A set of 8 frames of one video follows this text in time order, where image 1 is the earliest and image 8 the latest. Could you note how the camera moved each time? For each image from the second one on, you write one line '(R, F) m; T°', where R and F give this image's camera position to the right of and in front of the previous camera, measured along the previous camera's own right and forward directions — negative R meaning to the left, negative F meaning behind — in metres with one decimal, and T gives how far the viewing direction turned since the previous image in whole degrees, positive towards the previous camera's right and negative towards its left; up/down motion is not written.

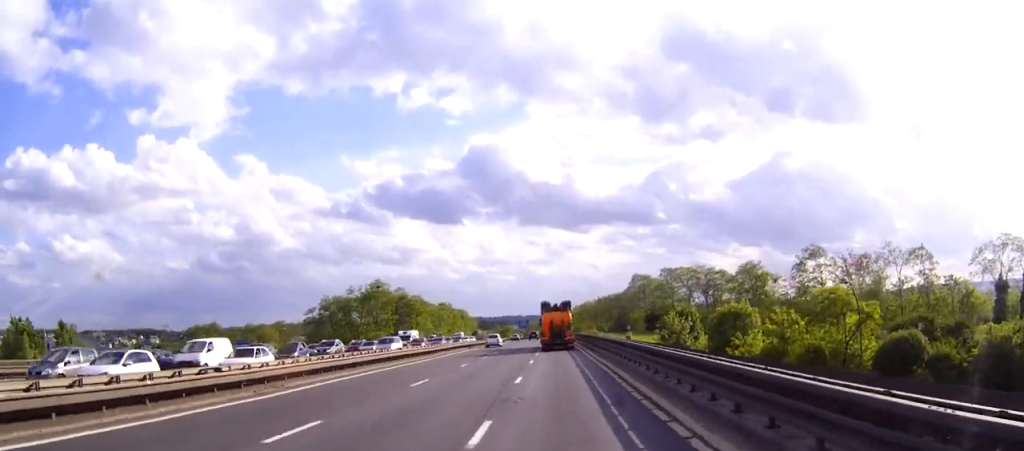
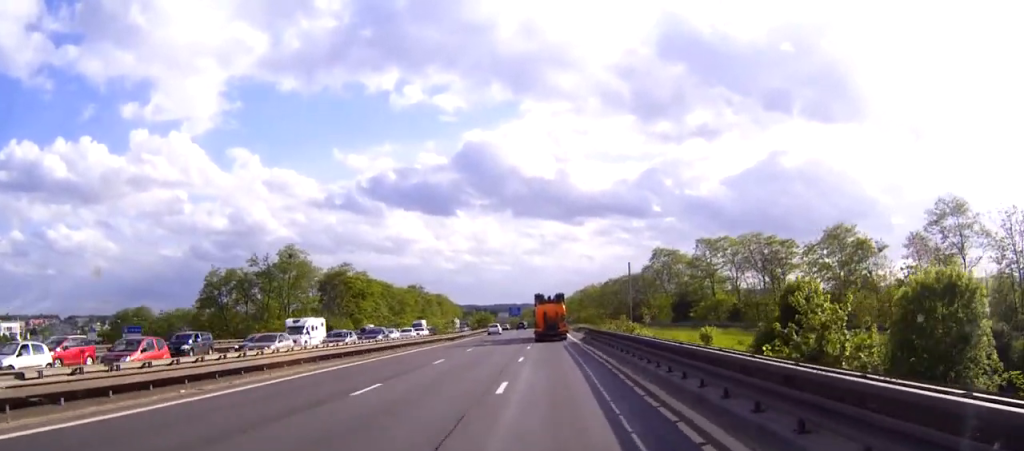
(-0.1, +45.6) m; 0°
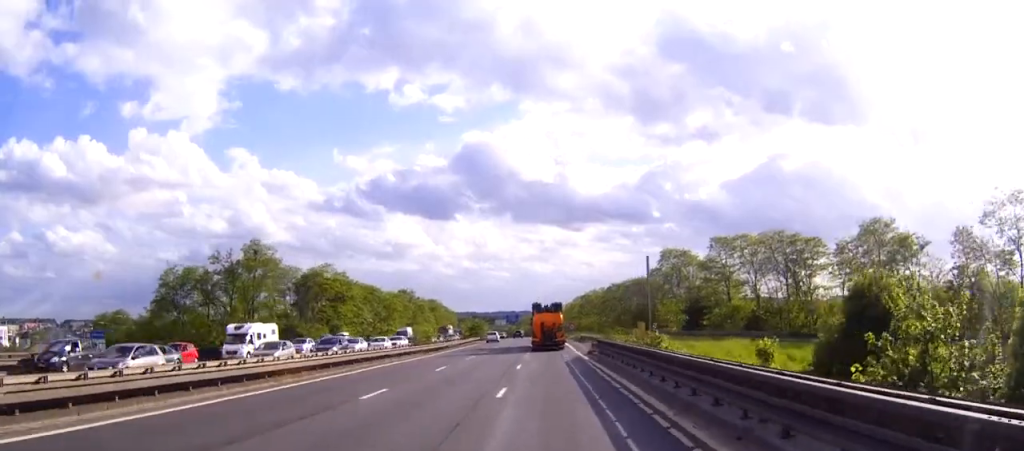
(0.0, +11.5) m; 0°
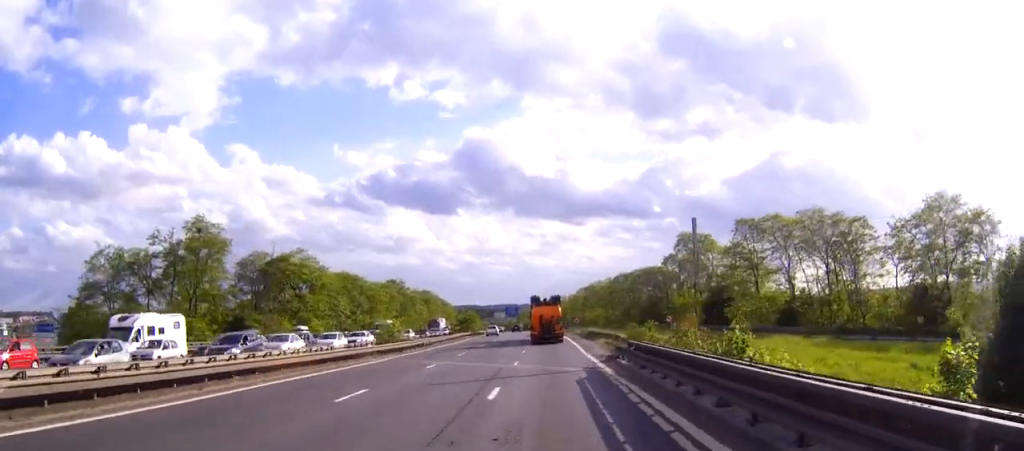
(0.0, +14.8) m; 0°
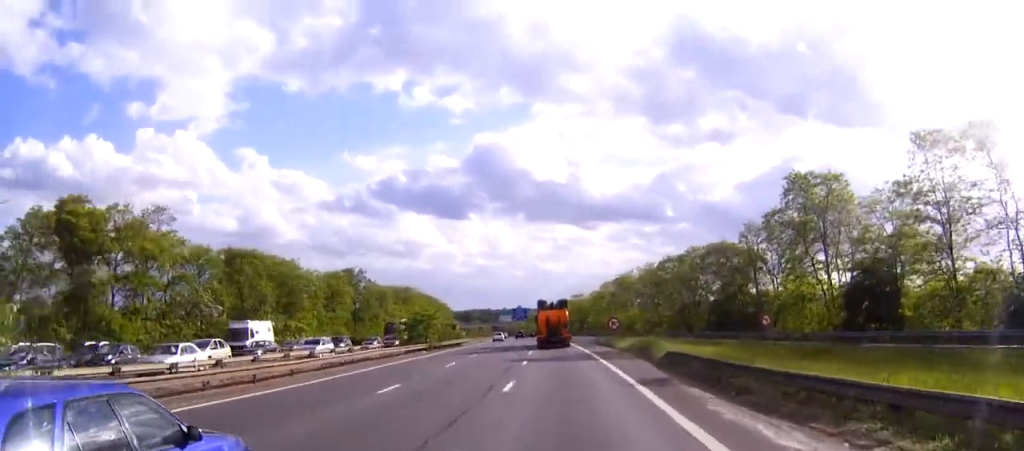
(-0.1, +48.3) m; -1°
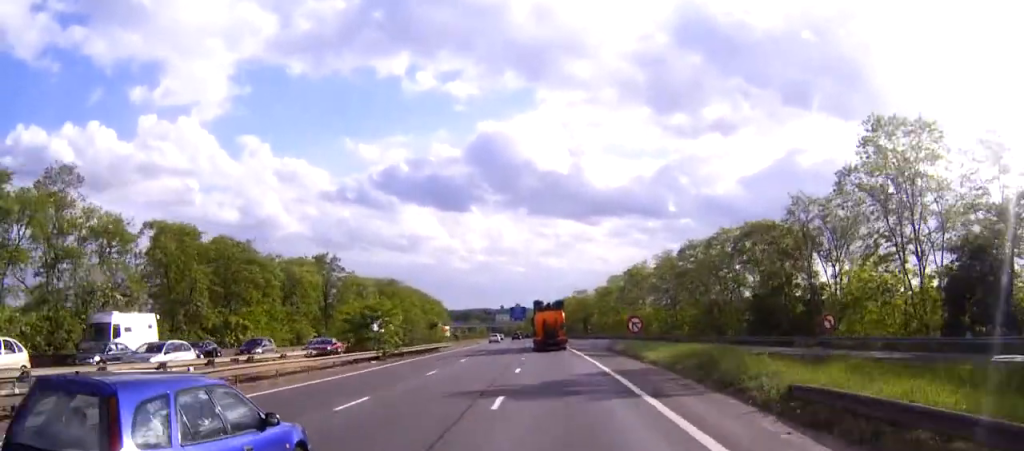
(-0.1, +16.9) m; 0°
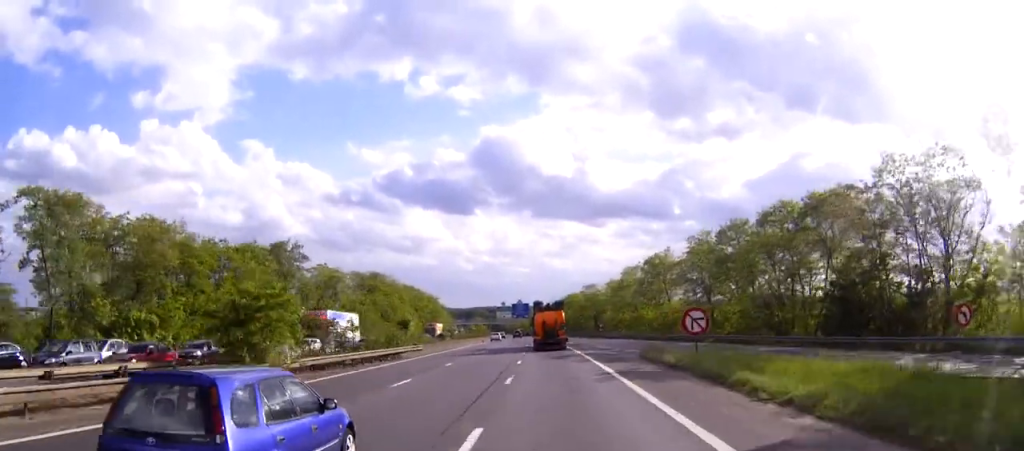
(-0.1, +19.4) m; 0°
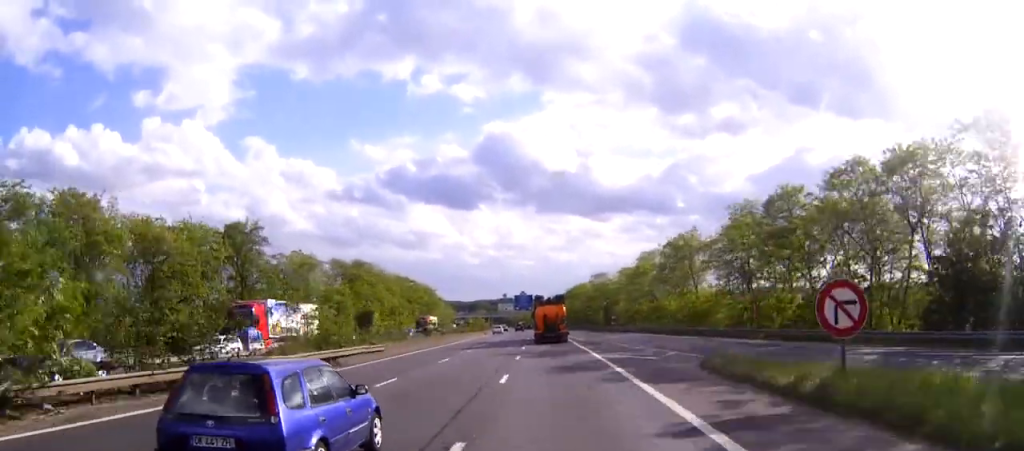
(+0.1, +15.2) m; 0°
